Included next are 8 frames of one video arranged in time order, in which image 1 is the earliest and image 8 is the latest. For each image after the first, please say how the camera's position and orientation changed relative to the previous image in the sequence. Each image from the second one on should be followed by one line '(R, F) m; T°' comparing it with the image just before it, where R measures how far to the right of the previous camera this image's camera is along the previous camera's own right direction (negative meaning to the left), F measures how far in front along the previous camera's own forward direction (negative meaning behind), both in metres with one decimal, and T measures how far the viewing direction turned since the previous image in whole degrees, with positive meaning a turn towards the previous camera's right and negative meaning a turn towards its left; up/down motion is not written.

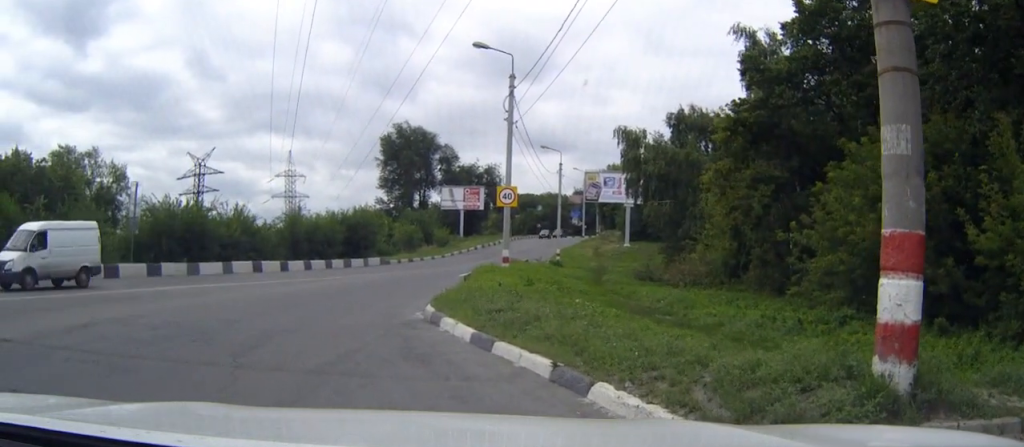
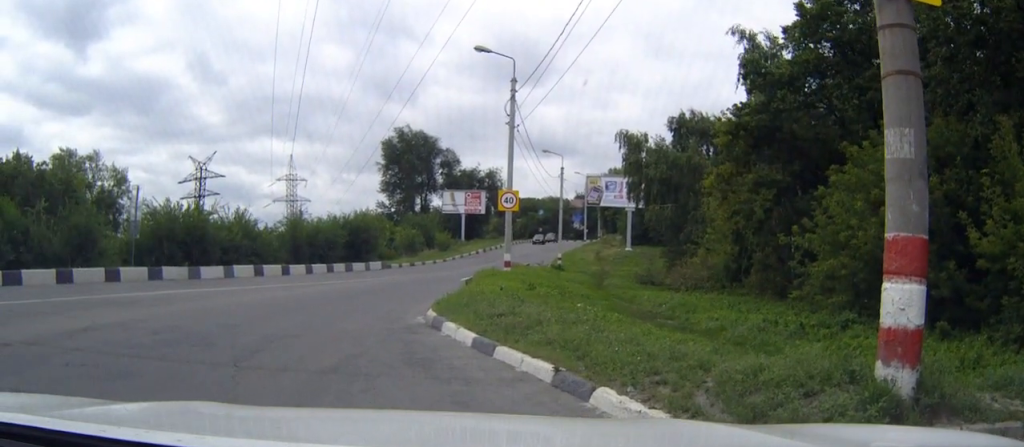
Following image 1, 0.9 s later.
(0.0, +0.4) m; 0°
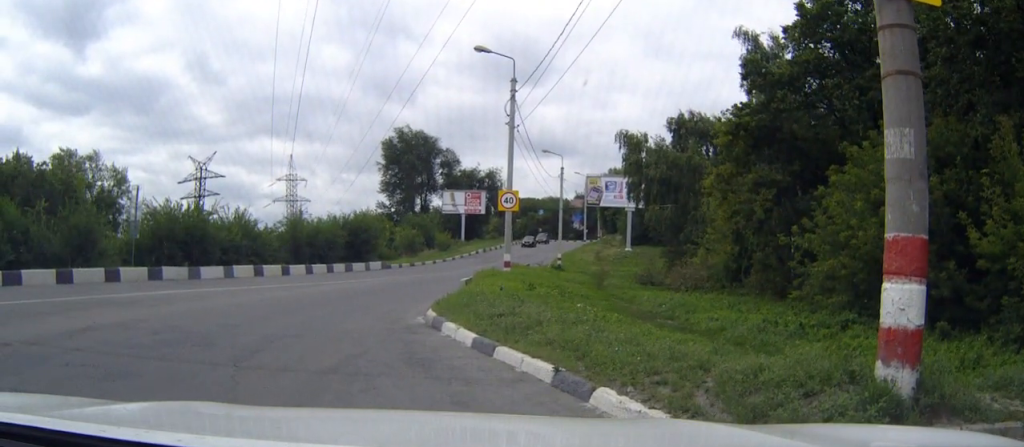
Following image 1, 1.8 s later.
(0.0, +0.1) m; 0°
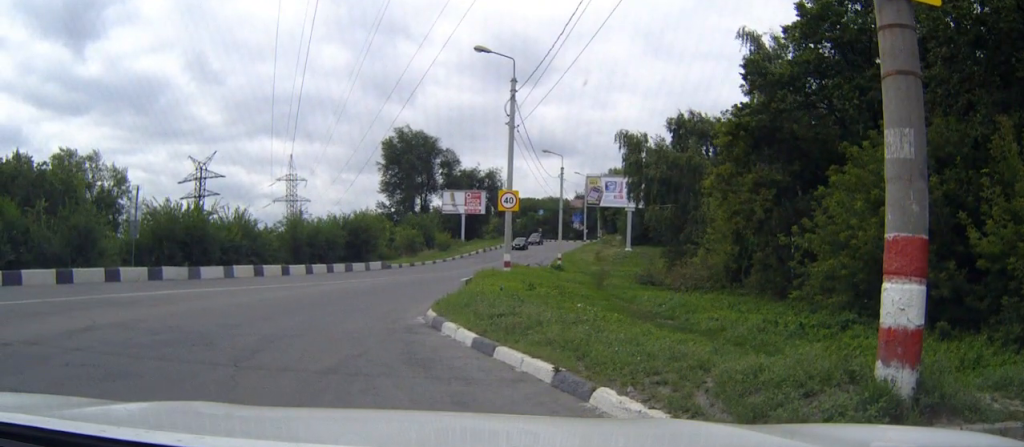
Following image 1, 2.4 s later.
(0.0, 0.0) m; 0°
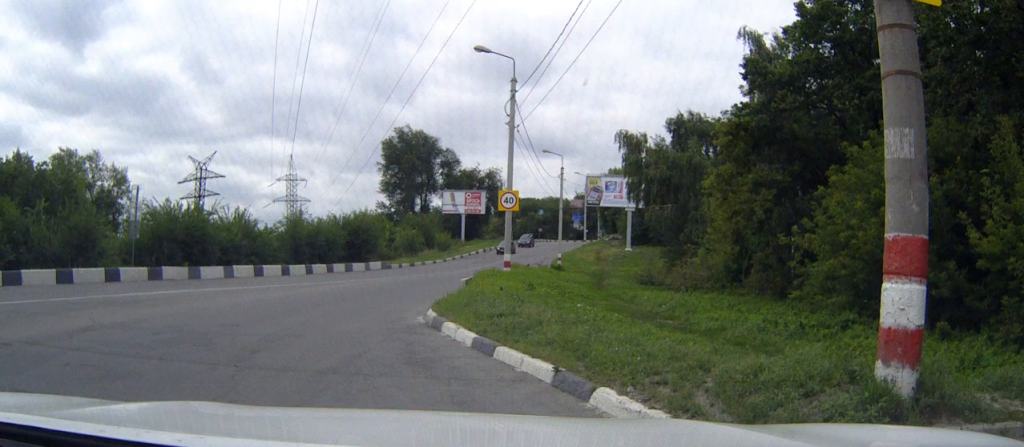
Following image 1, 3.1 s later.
(0.0, 0.0) m; 0°
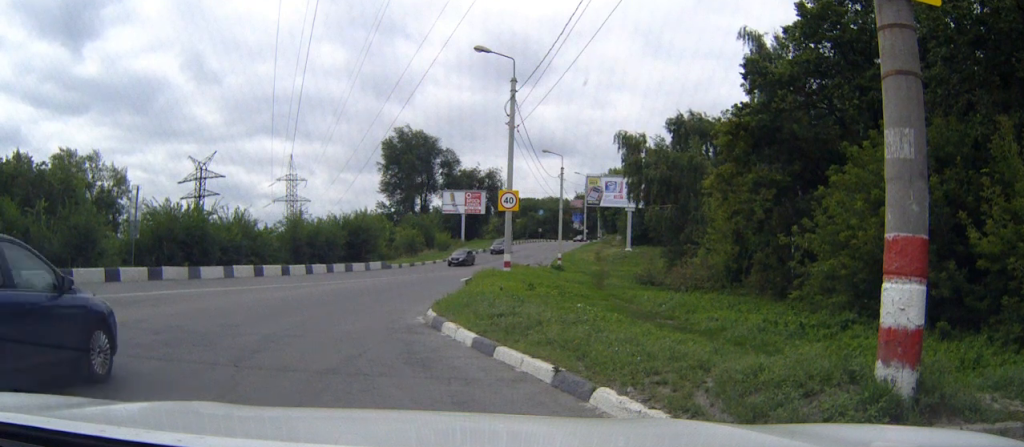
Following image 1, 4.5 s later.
(0.0, 0.0) m; 0°
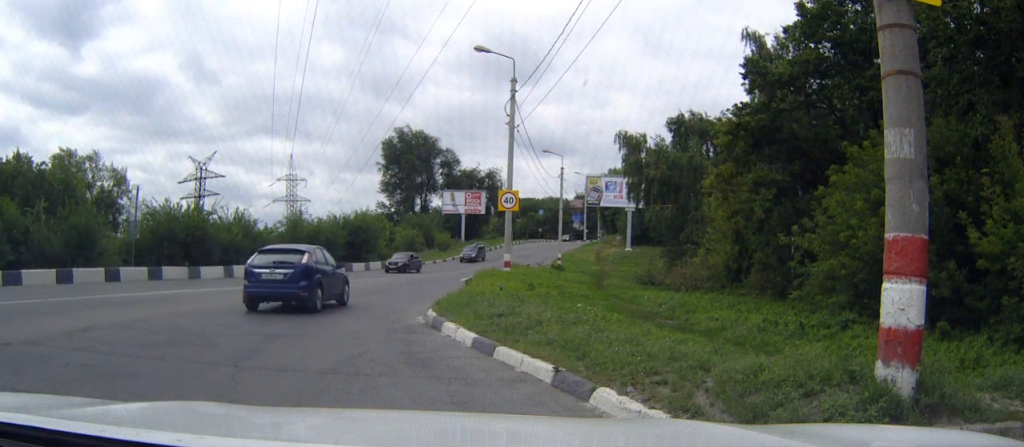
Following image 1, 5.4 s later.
(0.0, 0.0) m; 0°
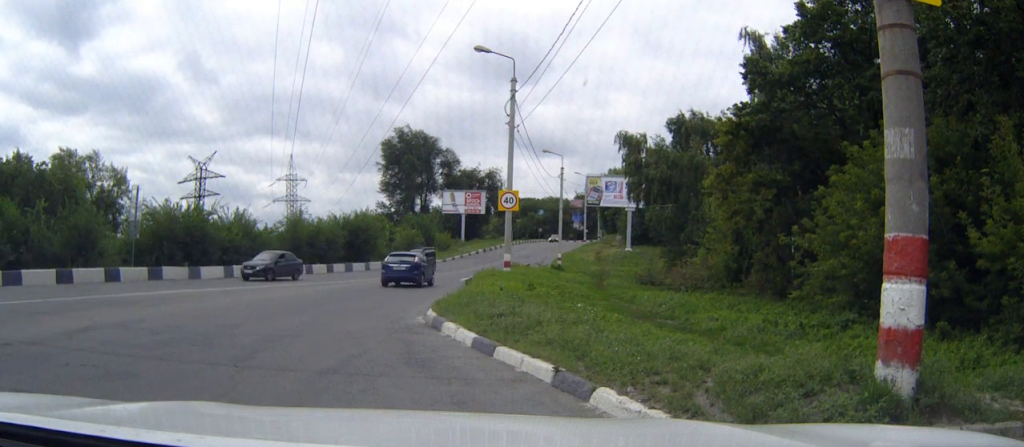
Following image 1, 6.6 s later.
(0.0, 0.0) m; 0°
